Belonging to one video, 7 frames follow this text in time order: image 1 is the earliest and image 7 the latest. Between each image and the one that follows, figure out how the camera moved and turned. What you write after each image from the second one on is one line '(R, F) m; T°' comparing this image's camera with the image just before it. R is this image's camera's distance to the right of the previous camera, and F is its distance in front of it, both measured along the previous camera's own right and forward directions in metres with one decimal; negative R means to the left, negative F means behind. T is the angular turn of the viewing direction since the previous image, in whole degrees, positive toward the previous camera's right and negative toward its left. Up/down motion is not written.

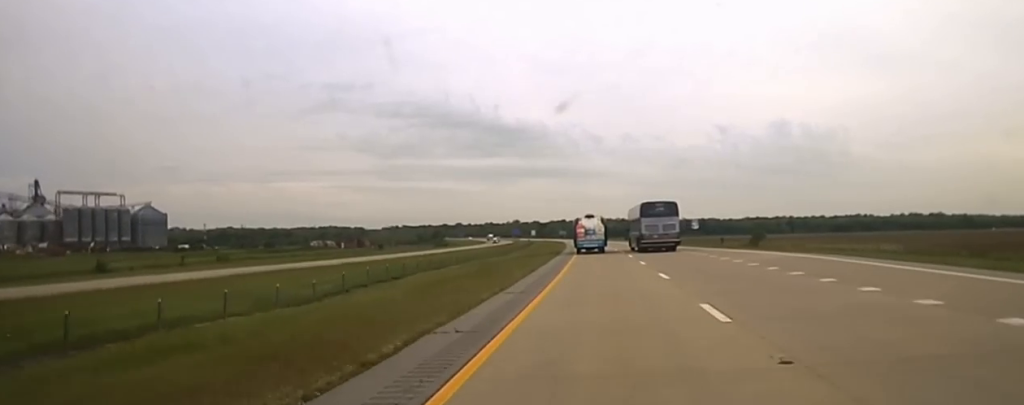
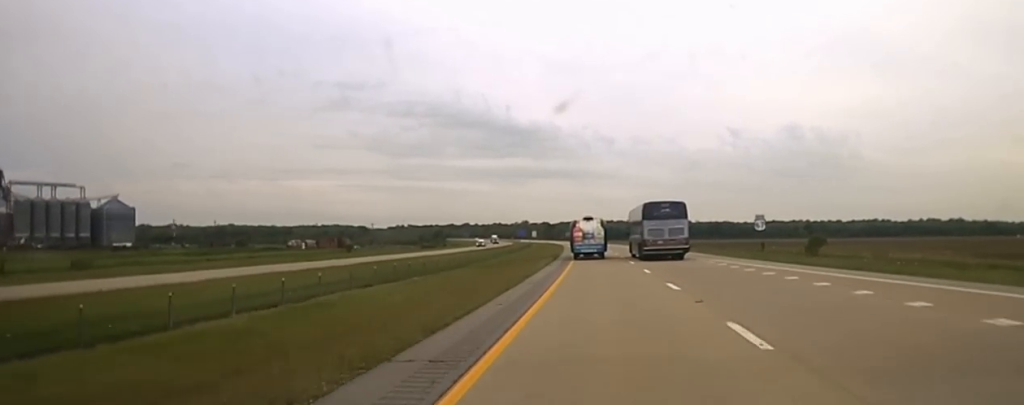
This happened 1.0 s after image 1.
(0.0, +43.2) m; 0°
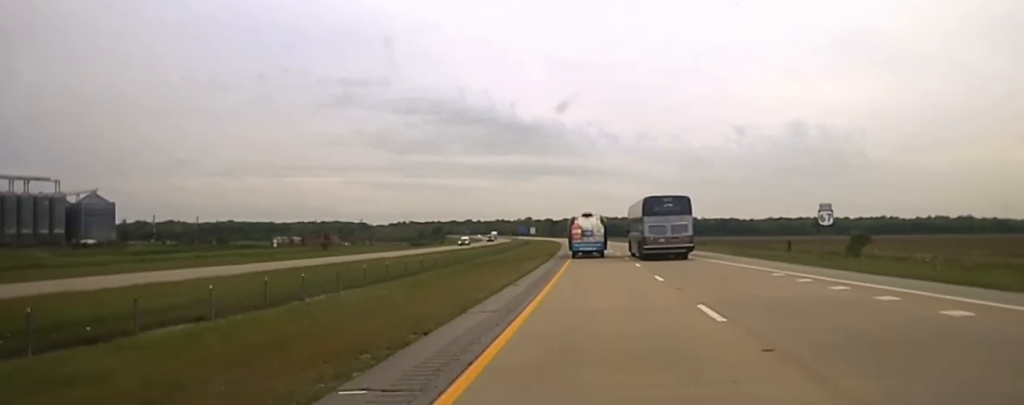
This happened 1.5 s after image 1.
(0.0, +22.1) m; 0°
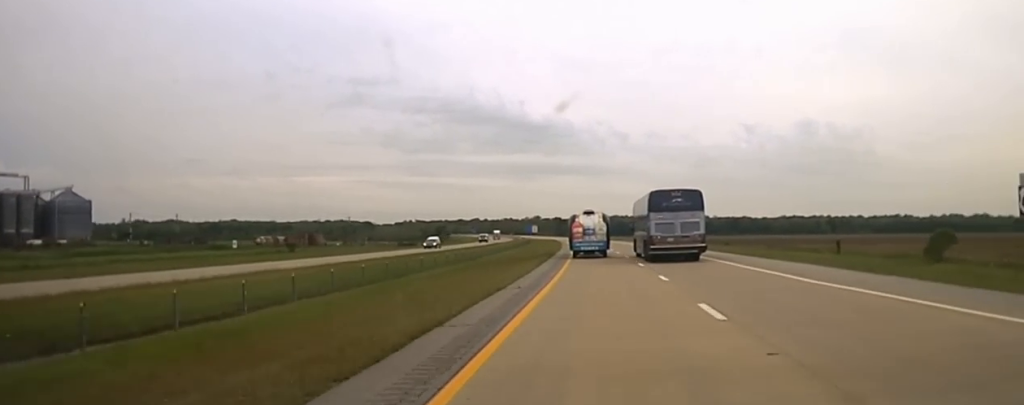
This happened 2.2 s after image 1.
(0.0, +30.5) m; -1°
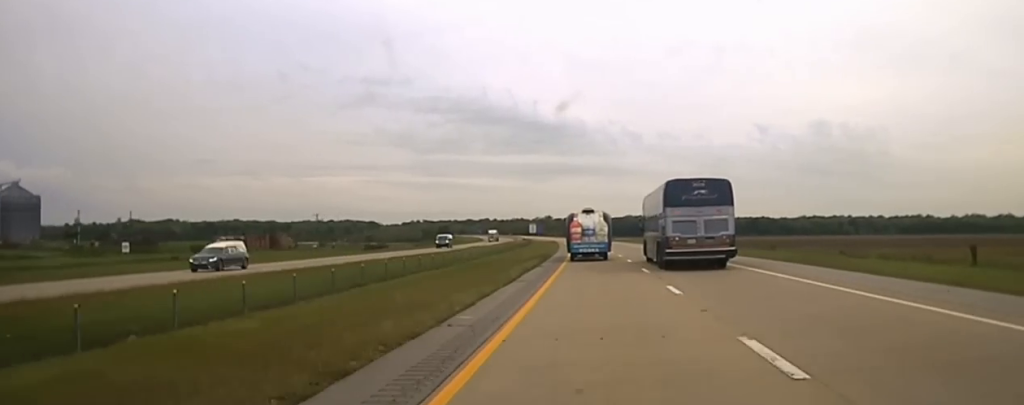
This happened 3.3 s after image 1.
(-1.0, +50.3) m; -2°
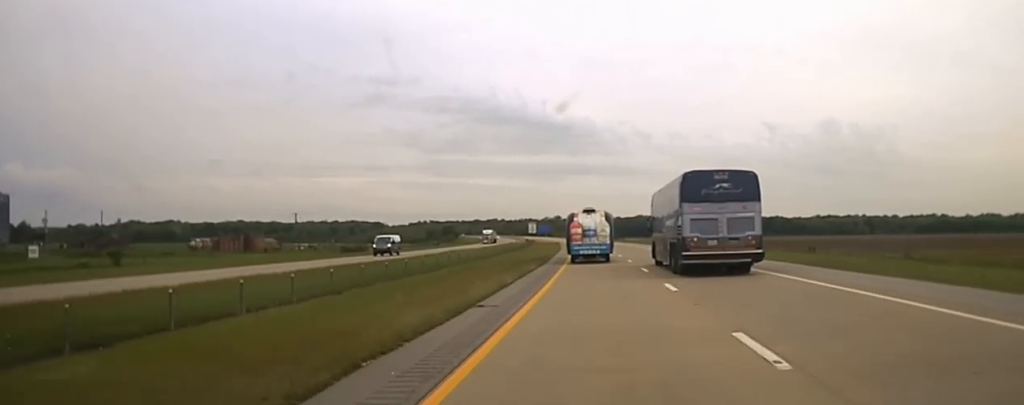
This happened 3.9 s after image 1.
(-0.3, +30.1) m; -1°
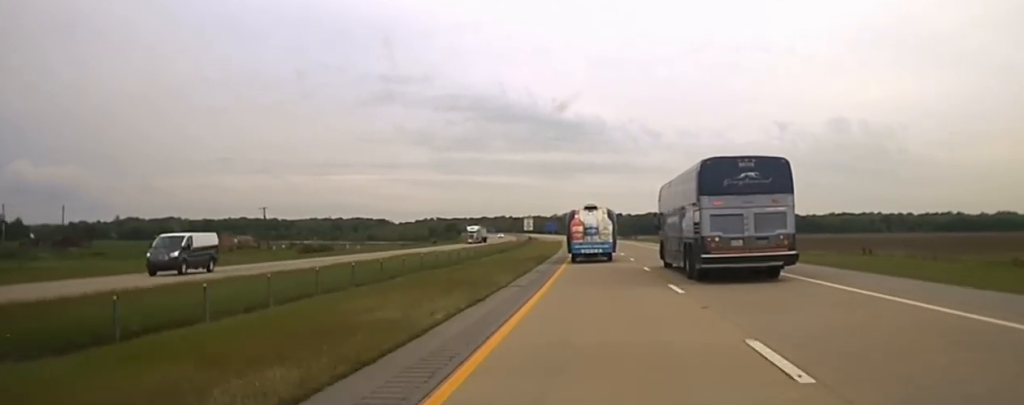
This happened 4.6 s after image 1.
(0.0, +30.0) m; 0°
